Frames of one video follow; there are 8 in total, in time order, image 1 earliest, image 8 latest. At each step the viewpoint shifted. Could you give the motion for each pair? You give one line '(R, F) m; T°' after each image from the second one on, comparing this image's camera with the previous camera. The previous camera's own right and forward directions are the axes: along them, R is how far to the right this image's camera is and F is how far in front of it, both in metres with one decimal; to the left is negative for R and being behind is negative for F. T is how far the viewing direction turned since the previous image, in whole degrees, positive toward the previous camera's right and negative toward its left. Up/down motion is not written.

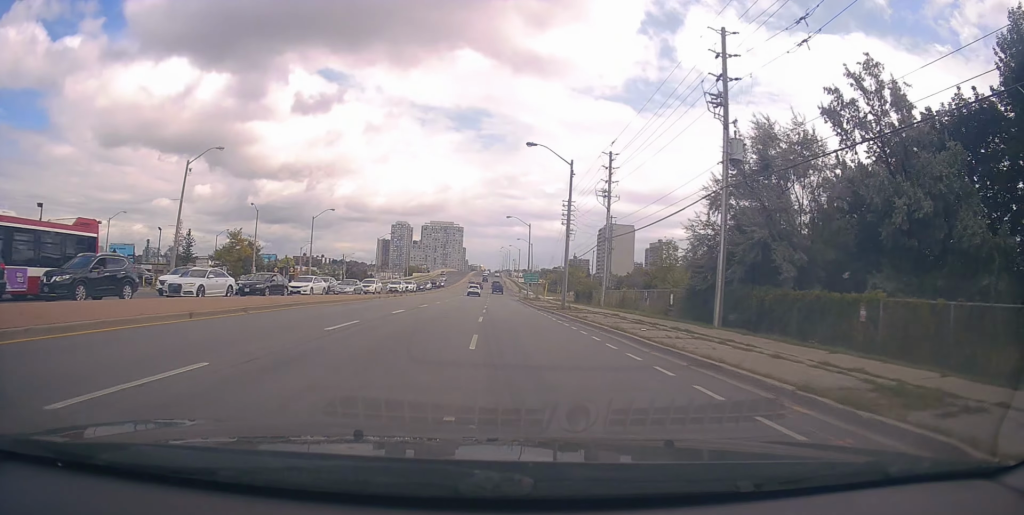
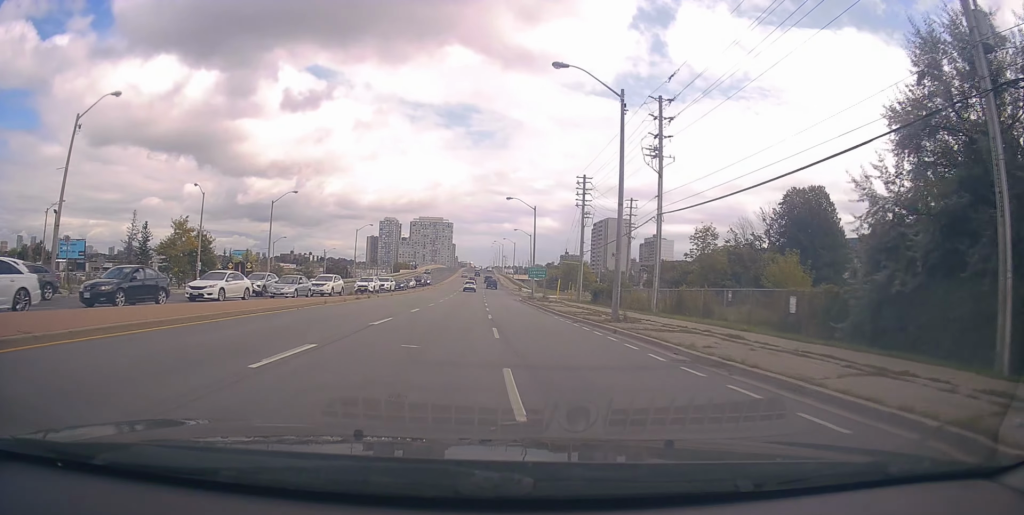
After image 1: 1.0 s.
(-0.5, +14.2) m; -1°
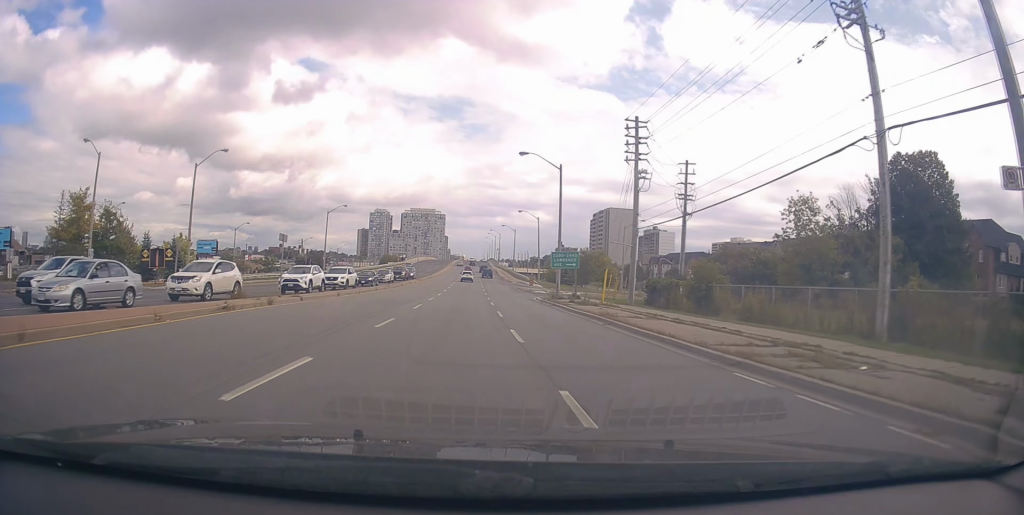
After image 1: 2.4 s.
(+0.3, +19.5) m; +2°
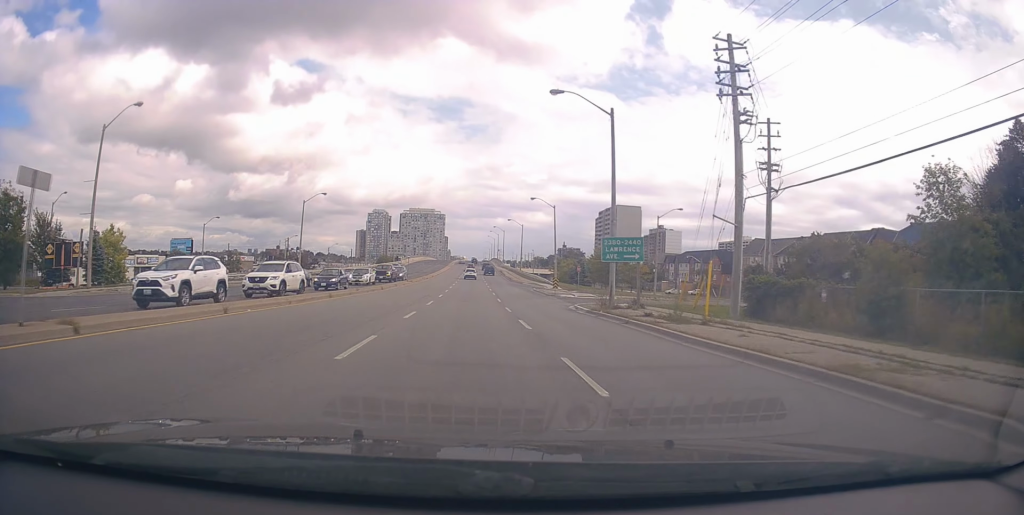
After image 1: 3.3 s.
(+0.1, +14.9) m; 0°
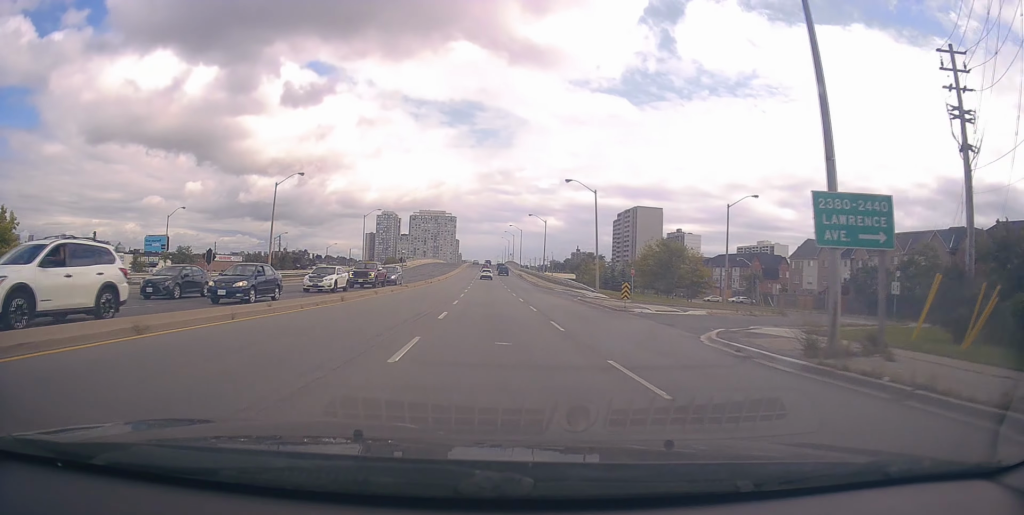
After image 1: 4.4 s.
(-0.2, +16.9) m; -2°
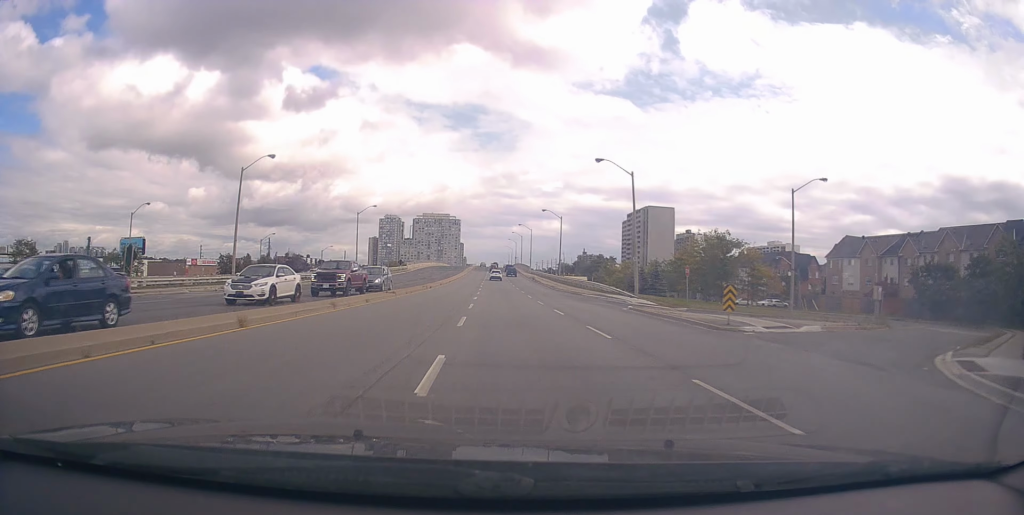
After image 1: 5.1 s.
(-0.2, +11.4) m; -1°
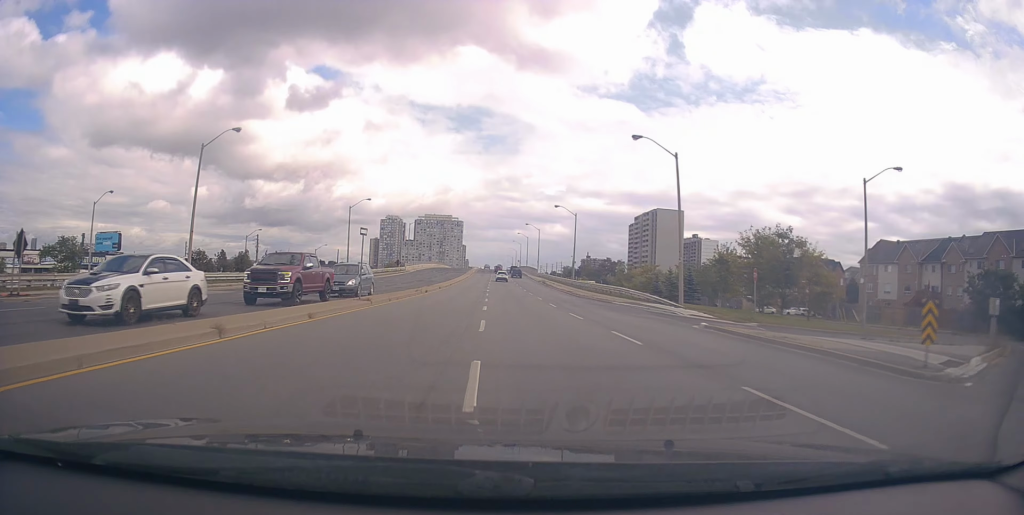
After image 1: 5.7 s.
(+0.1, +9.5) m; 0°
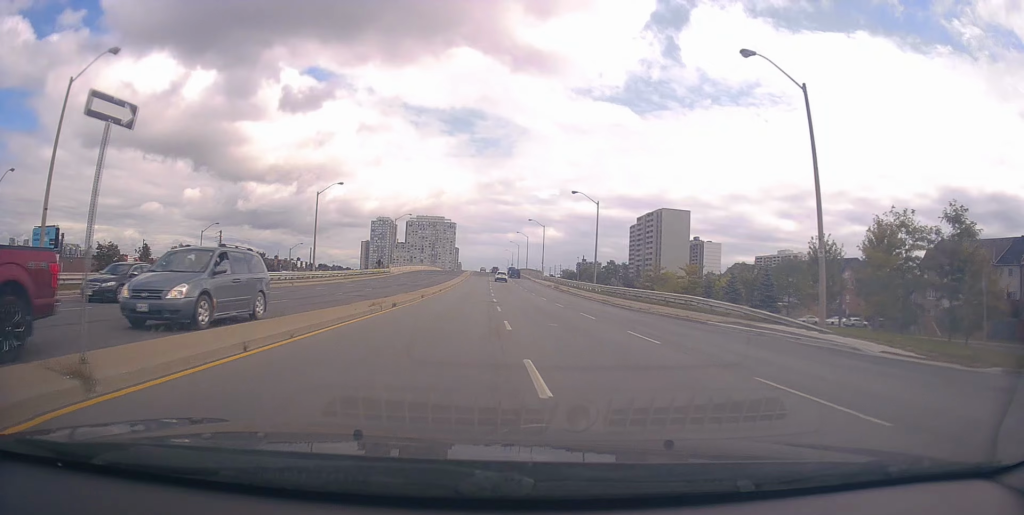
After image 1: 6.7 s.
(+0.1, +16.8) m; 0°
